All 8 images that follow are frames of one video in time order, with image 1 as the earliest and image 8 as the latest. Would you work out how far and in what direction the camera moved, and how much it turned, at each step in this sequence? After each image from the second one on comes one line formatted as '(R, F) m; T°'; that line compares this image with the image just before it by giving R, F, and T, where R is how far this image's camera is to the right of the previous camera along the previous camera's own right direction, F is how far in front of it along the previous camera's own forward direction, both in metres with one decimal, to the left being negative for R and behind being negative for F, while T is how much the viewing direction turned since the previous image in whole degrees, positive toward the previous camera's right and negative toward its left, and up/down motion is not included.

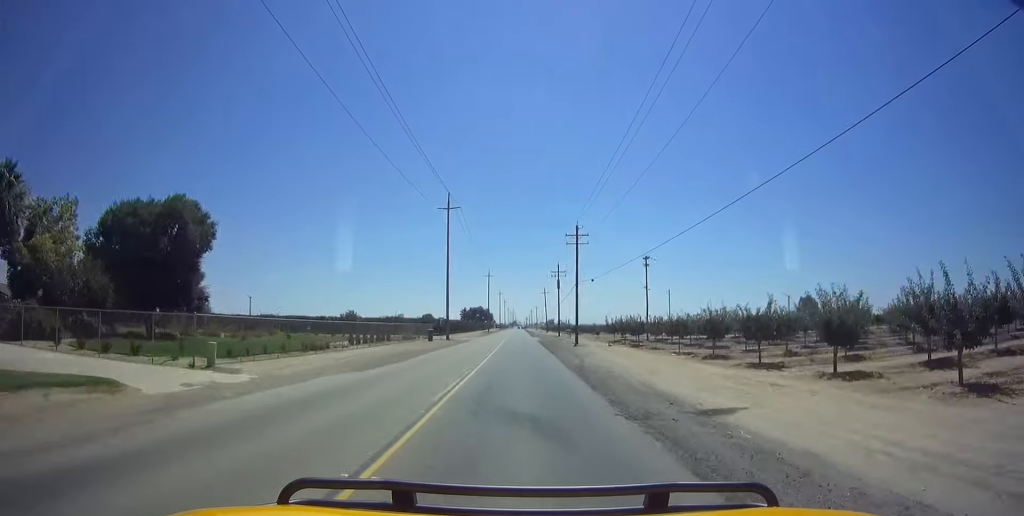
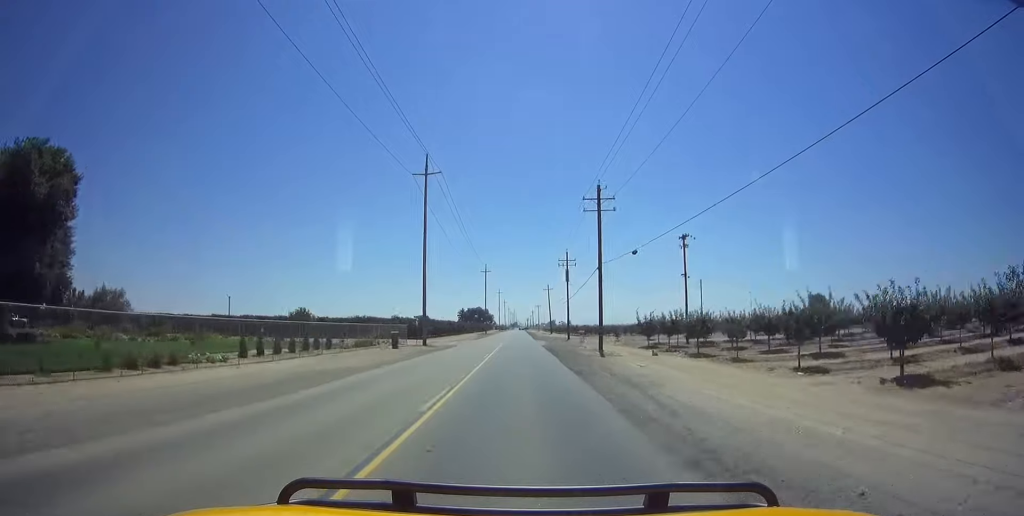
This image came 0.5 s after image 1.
(0.0, +15.8) m; 0°
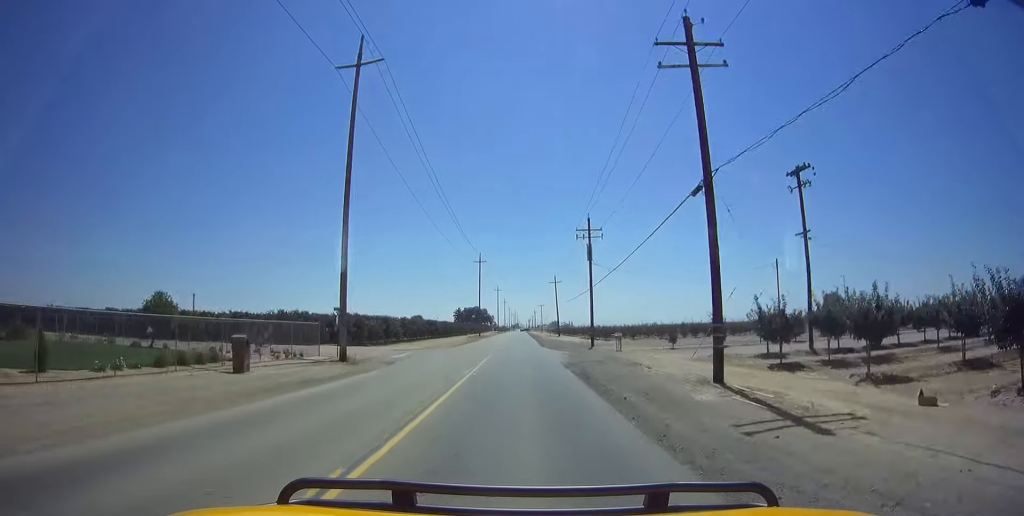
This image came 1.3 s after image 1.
(0.0, +22.8) m; 0°
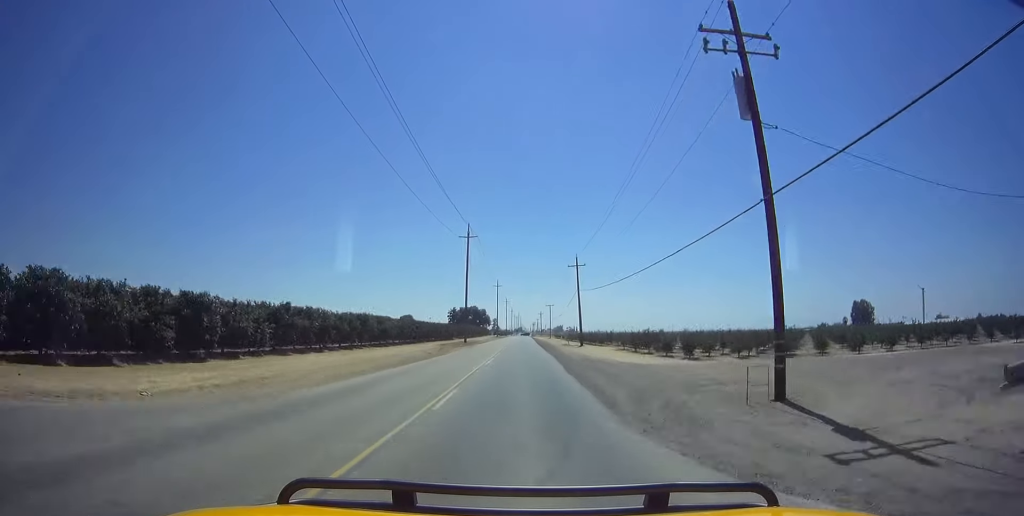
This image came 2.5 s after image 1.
(0.0, +34.7) m; 0°
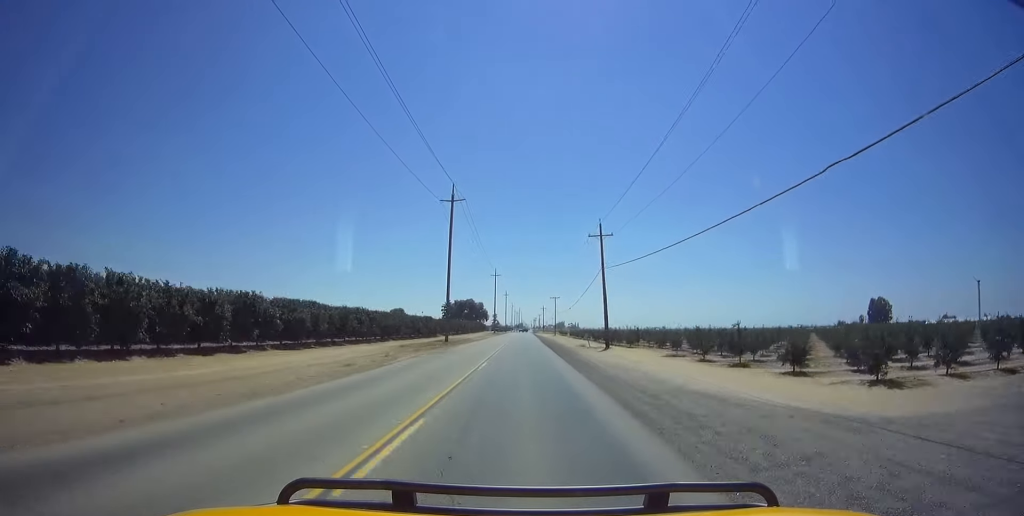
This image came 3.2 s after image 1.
(0.0, +20.7) m; 0°
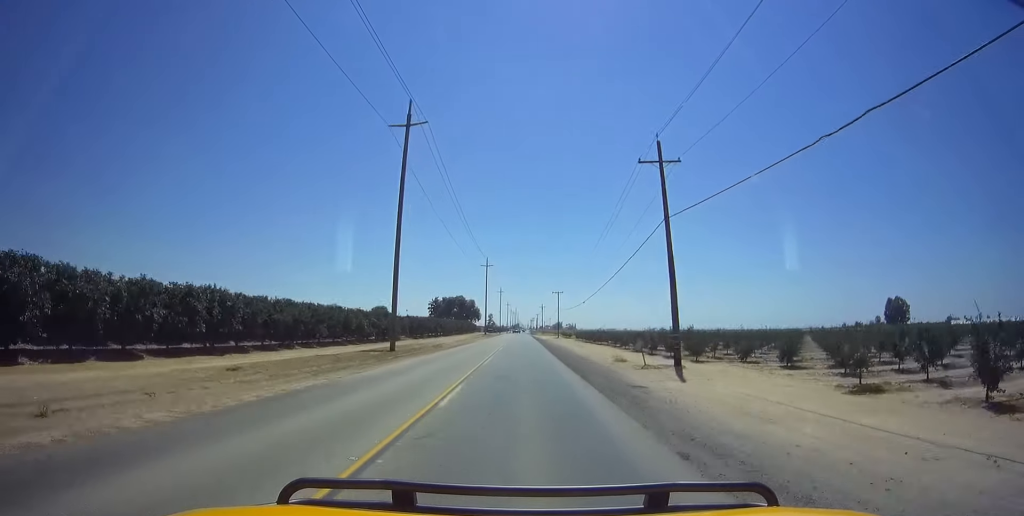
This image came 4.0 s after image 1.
(0.0, +23.6) m; 0°
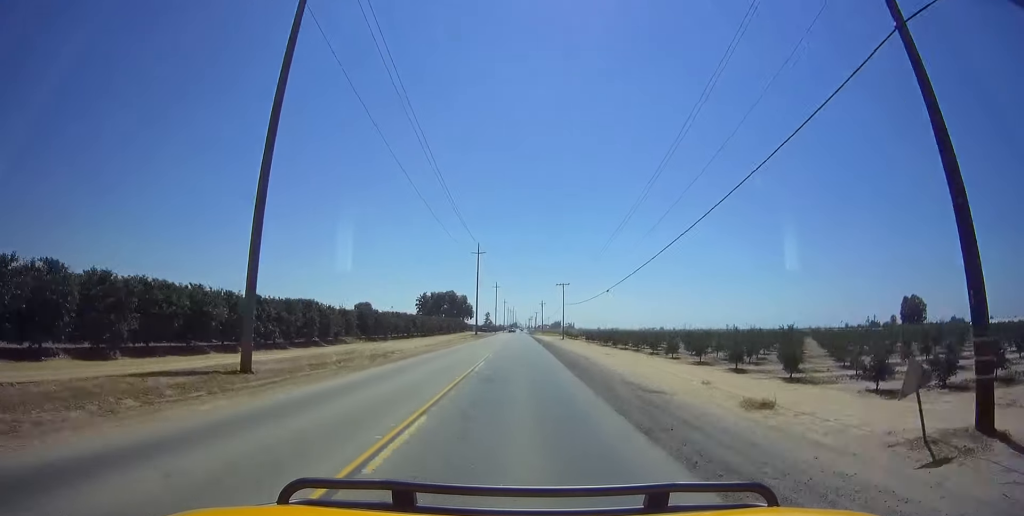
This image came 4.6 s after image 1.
(0.0, +19.5) m; 0°
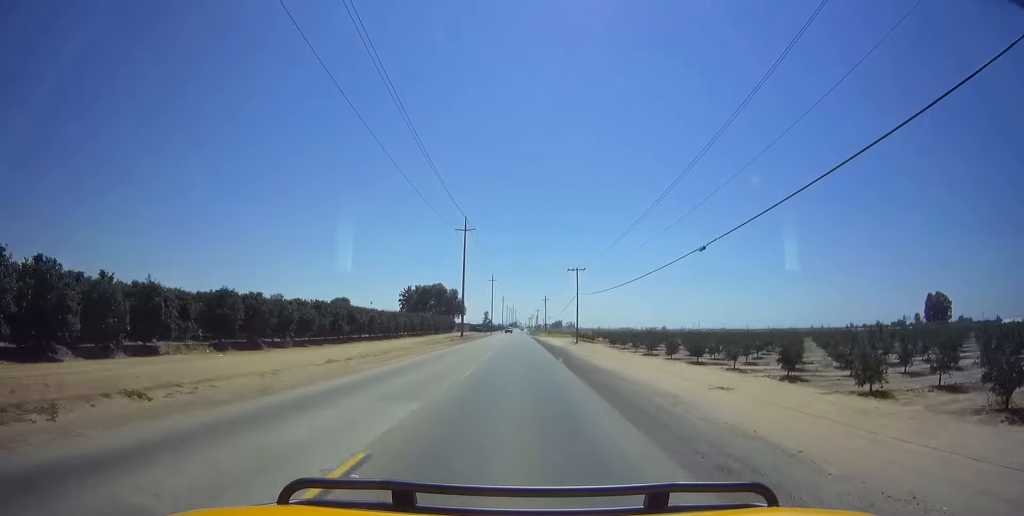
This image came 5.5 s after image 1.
(0.0, +24.4) m; -1°
